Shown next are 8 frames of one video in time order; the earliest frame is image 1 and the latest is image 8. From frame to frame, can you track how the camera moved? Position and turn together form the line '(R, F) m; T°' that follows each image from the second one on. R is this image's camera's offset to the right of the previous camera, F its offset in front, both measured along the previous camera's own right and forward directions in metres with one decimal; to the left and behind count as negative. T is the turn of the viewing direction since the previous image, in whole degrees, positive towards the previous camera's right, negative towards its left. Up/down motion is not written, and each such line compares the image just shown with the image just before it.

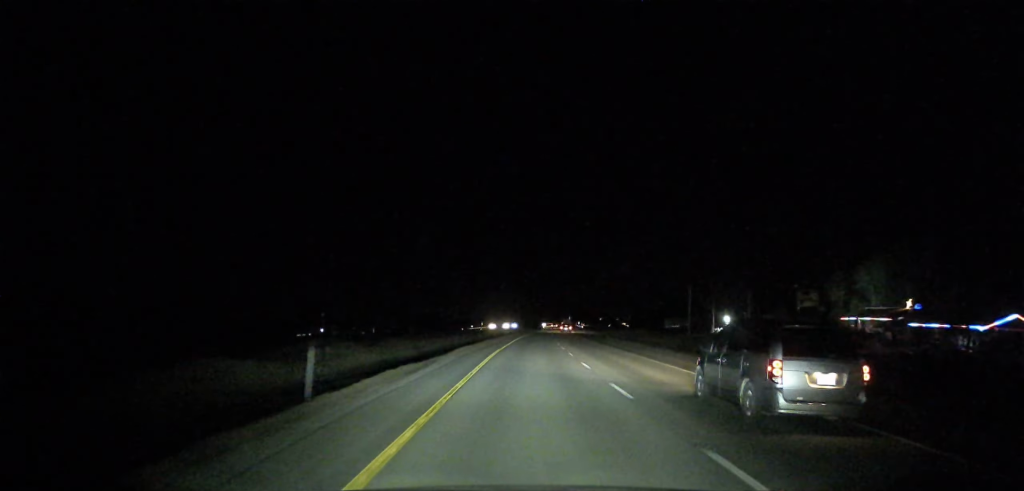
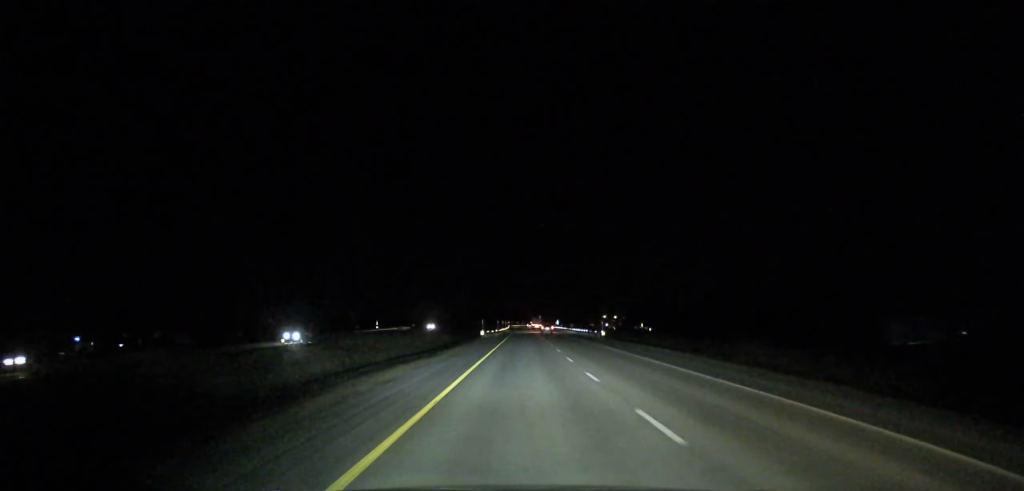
(+6.4, +196.9) m; +4°
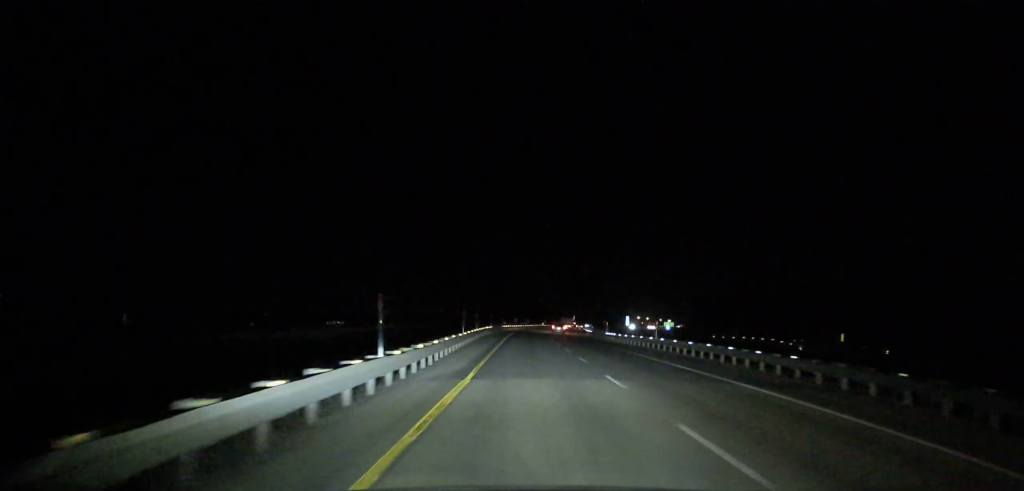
(+4.2, +89.1) m; +5°
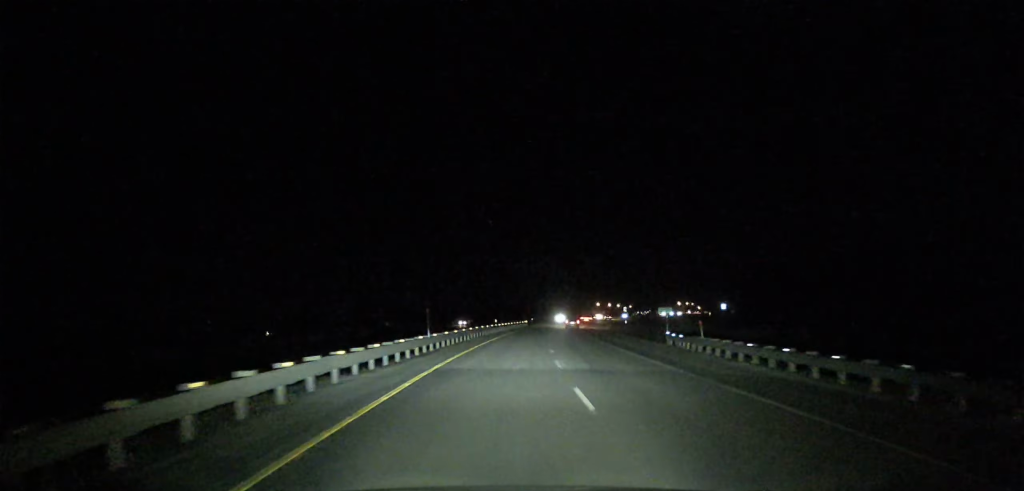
(+3.8, +89.9) m; +5°
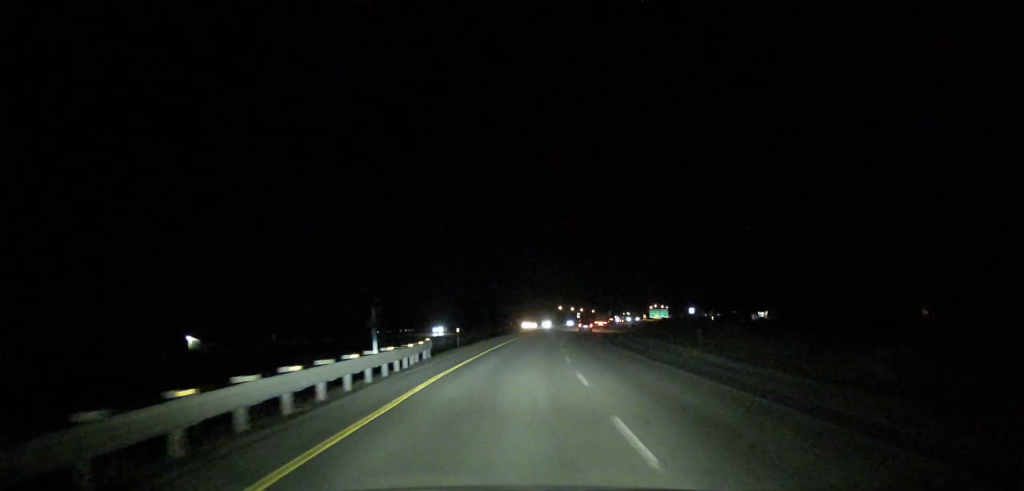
(-0.3, +69.5) m; +3°
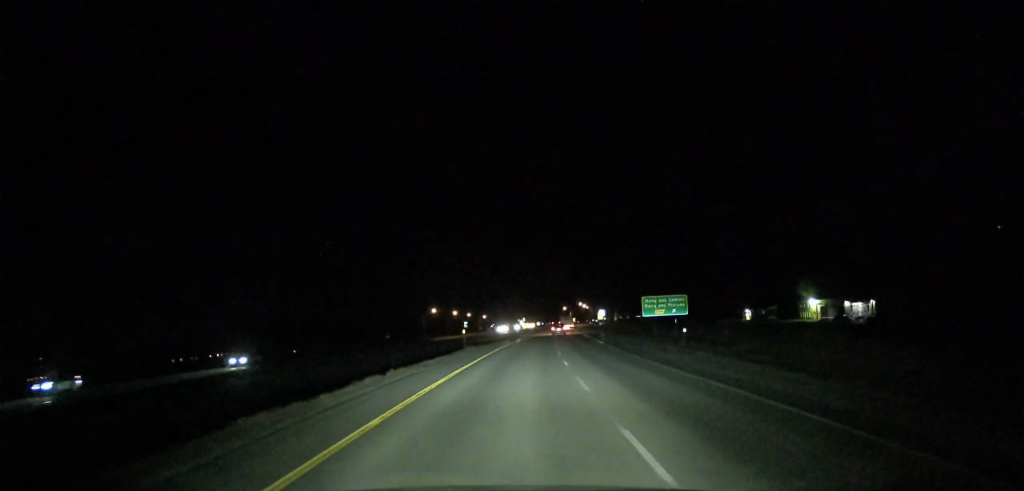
(+7.4, +129.0) m; +5°
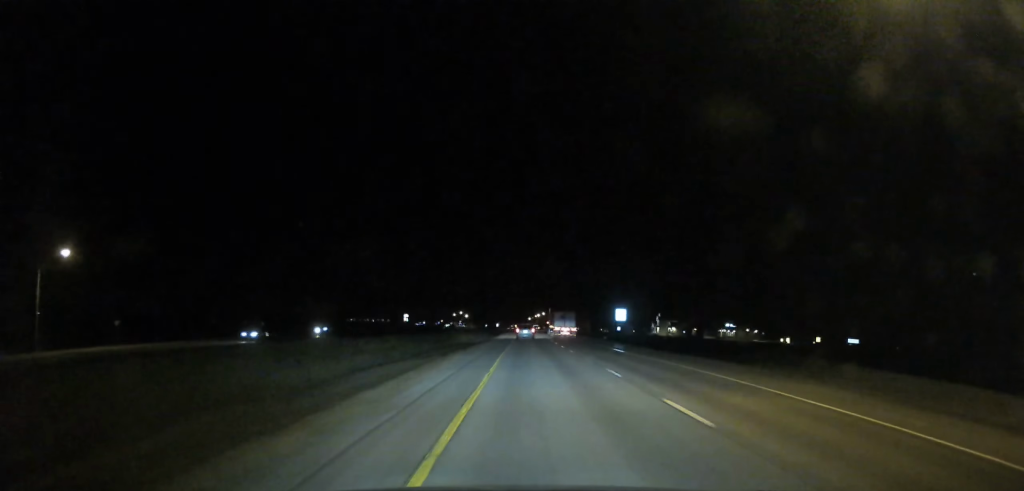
(+14.3, +341.1) m; +3°
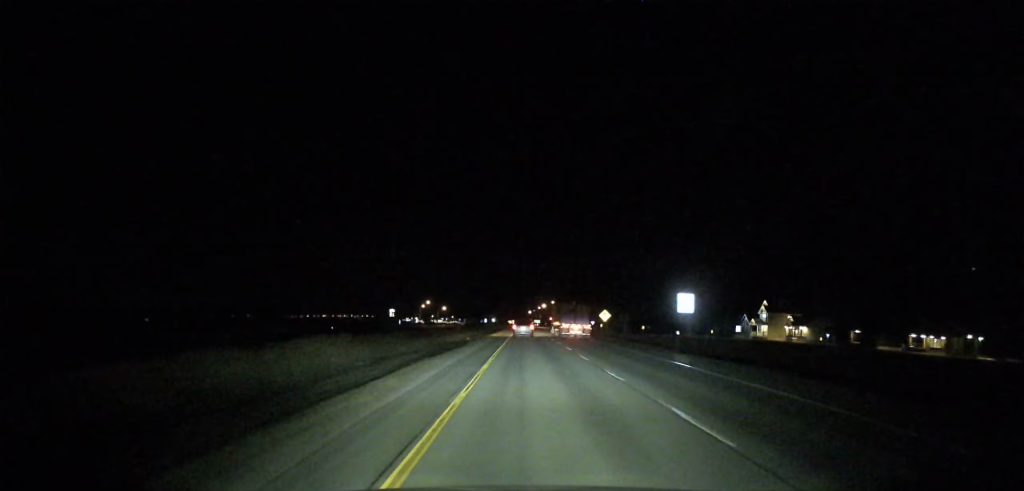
(+0.5, +128.2) m; 0°
